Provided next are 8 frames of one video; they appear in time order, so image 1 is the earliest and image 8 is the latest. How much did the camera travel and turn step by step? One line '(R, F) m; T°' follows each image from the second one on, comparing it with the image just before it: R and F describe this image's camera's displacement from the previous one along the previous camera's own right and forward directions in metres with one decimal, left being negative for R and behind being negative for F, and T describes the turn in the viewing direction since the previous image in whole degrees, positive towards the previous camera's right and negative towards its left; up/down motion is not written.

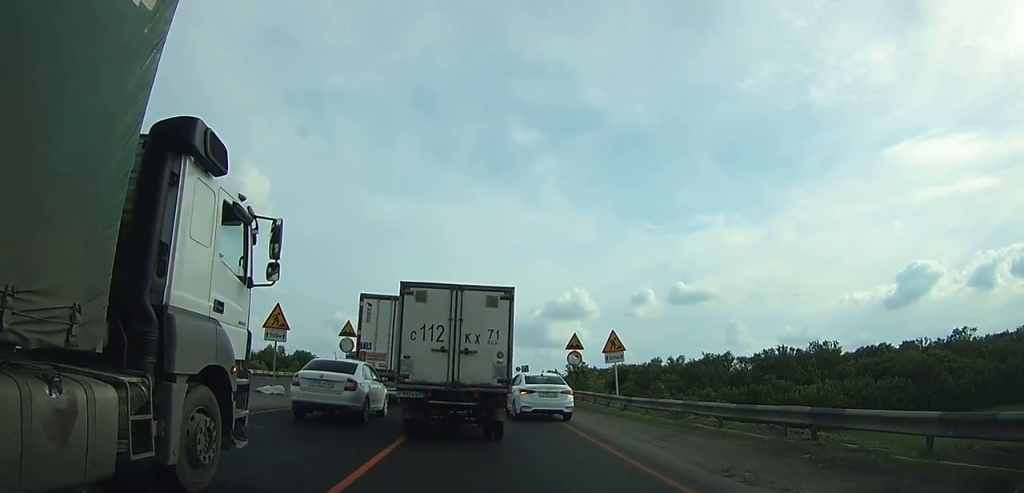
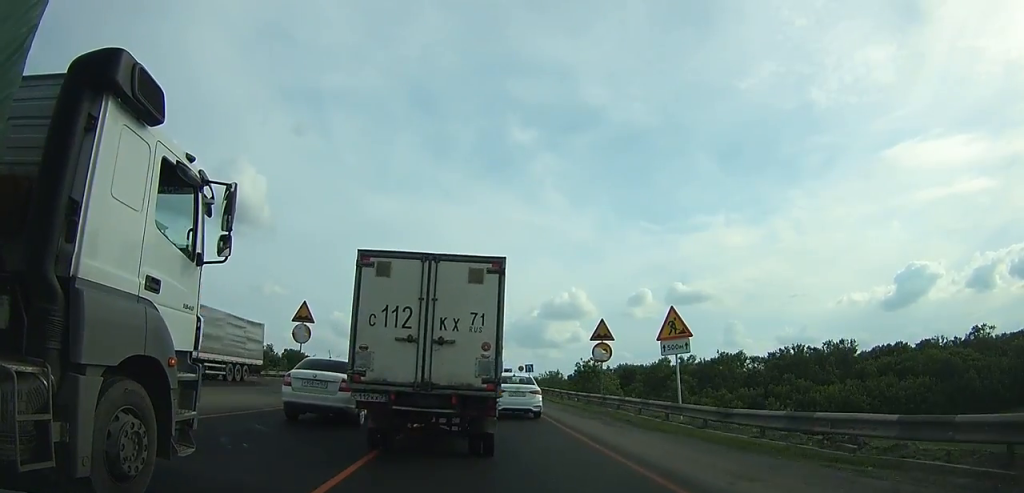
(+0.2, +7.7) m; +1°
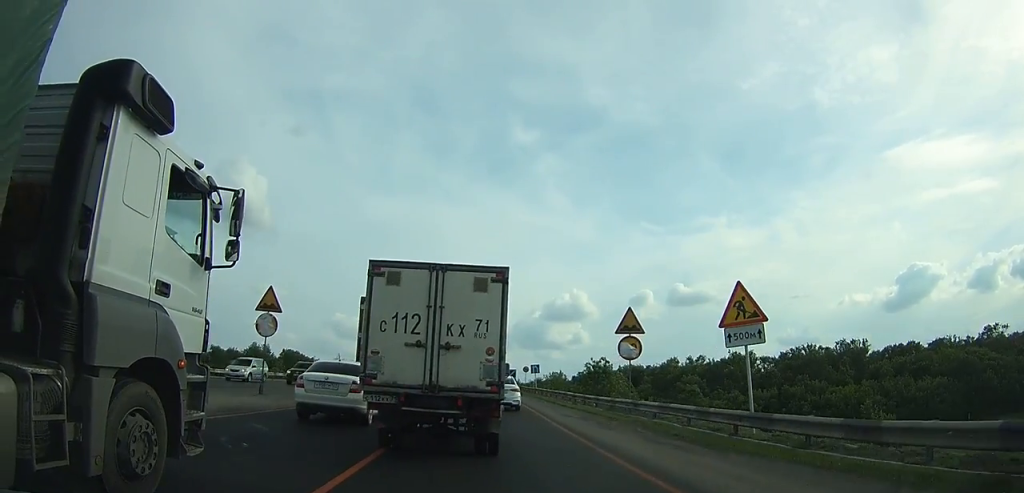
(-0.1, +5.8) m; -1°
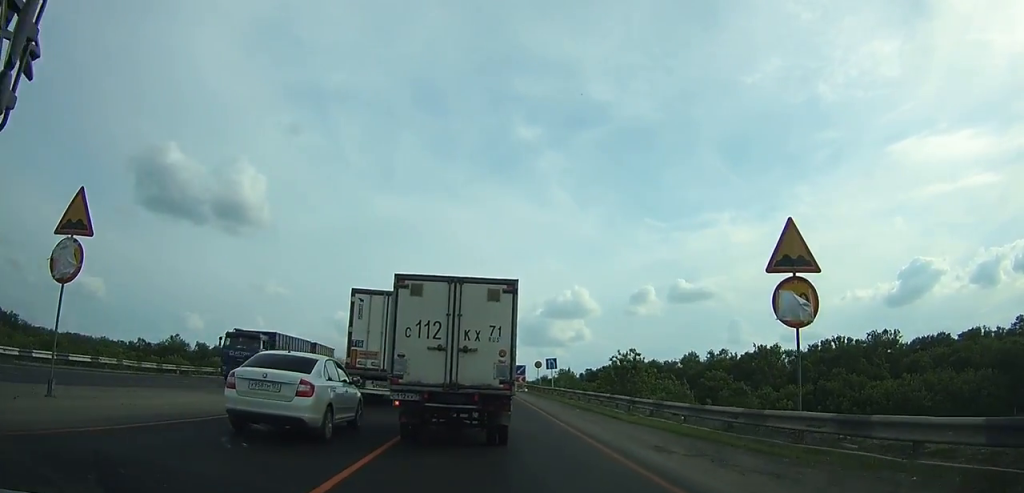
(-0.3, +11.0) m; -1°
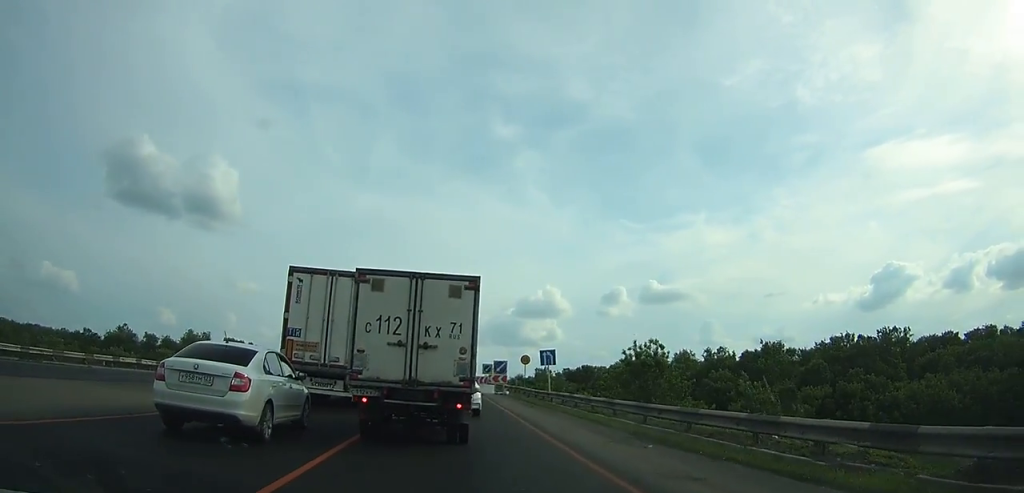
(+0.3, +11.2) m; +3°
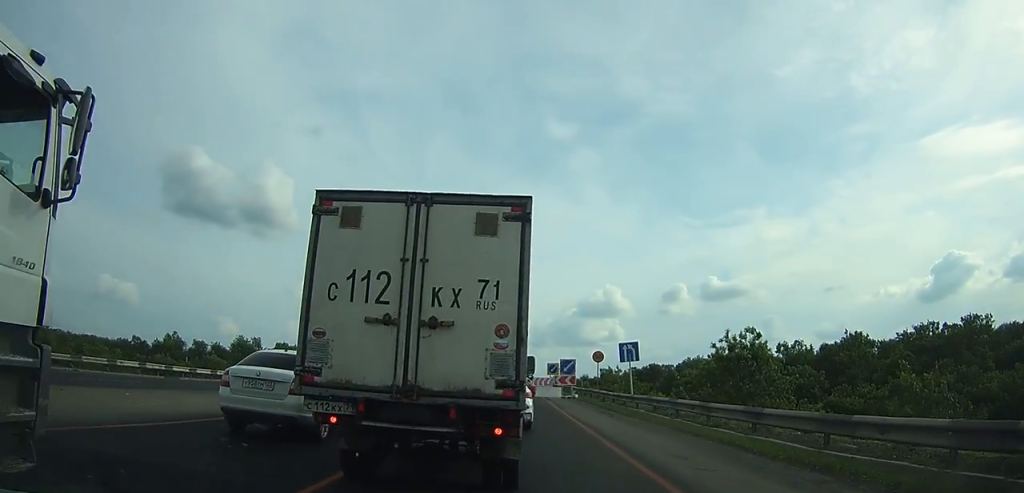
(+0.2, +8.1) m; +1°
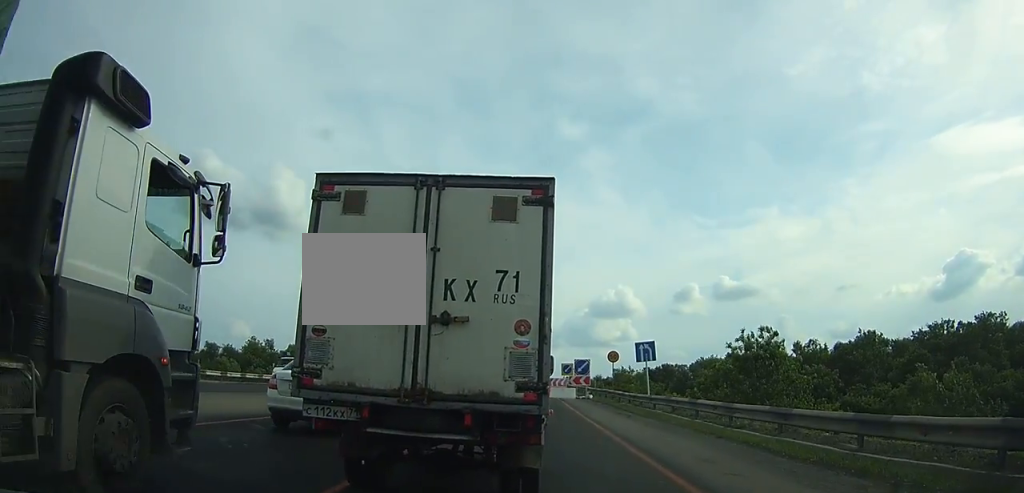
(0.0, +1.7) m; -1°
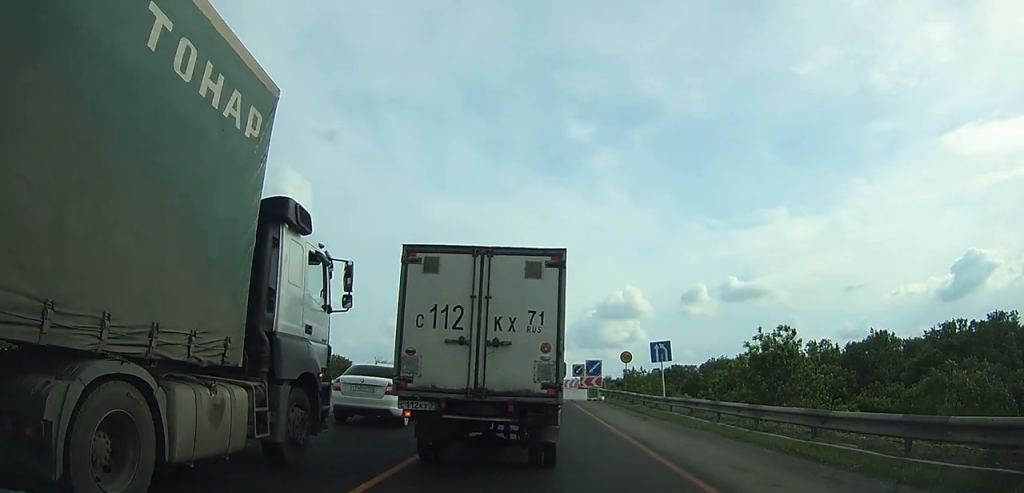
(0.0, +2.6) m; -2°
